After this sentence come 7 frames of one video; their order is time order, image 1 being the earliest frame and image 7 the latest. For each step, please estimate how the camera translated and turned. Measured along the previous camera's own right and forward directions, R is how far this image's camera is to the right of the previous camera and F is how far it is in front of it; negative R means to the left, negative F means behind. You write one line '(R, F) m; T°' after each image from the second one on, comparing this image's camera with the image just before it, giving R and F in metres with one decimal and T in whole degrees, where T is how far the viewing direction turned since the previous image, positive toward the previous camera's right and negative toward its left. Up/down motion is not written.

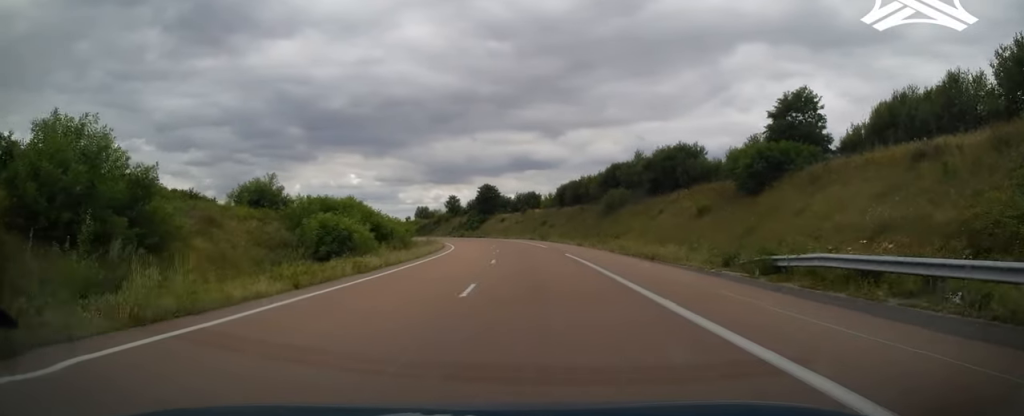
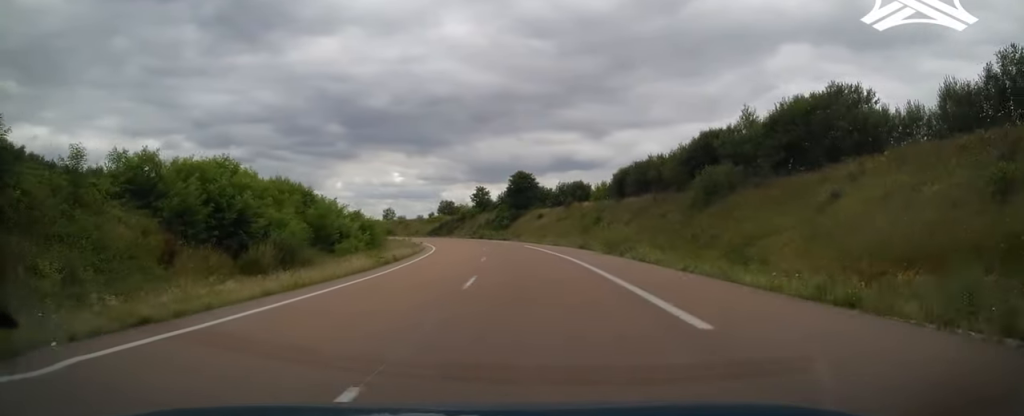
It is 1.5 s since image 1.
(-1.1, +36.6) m; -4°
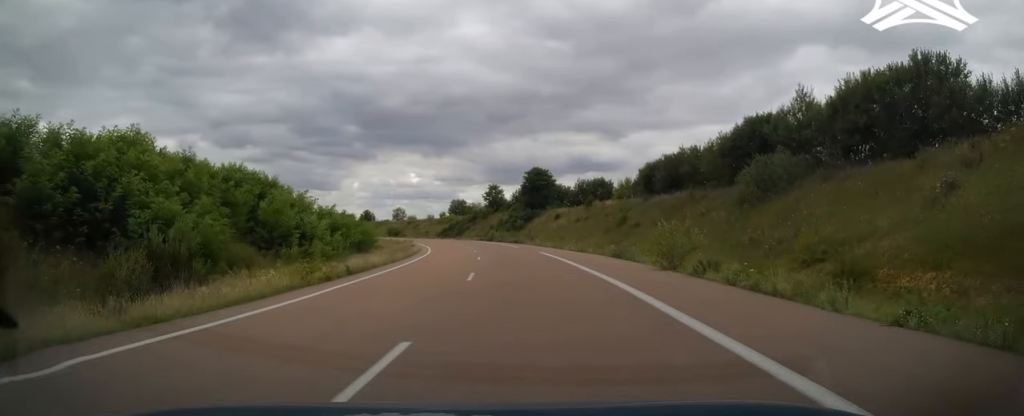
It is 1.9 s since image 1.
(-0.3, +10.5) m; -1°
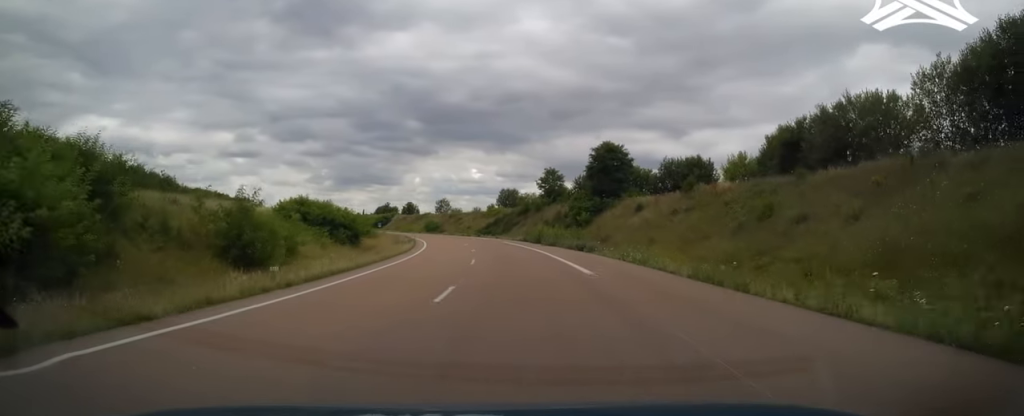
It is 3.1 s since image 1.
(-1.2, +31.9) m; -5°
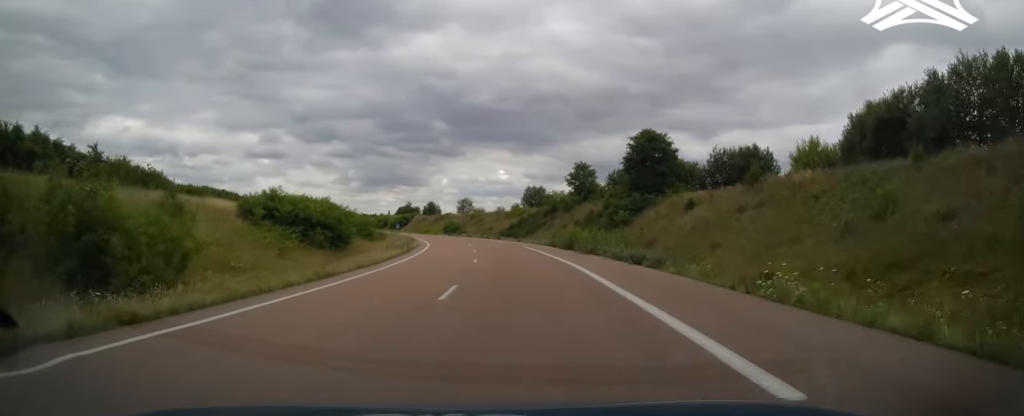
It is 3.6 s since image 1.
(-0.1, +12.6) m; -2°
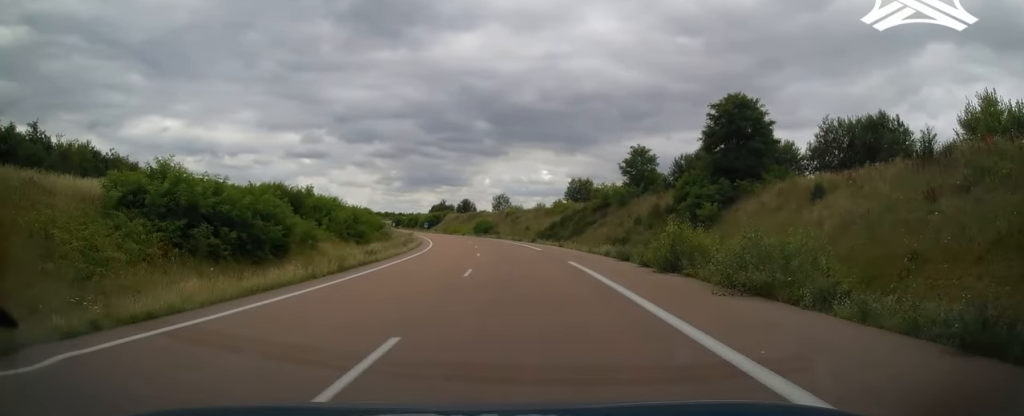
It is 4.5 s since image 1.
(-0.5, +20.5) m; -4°
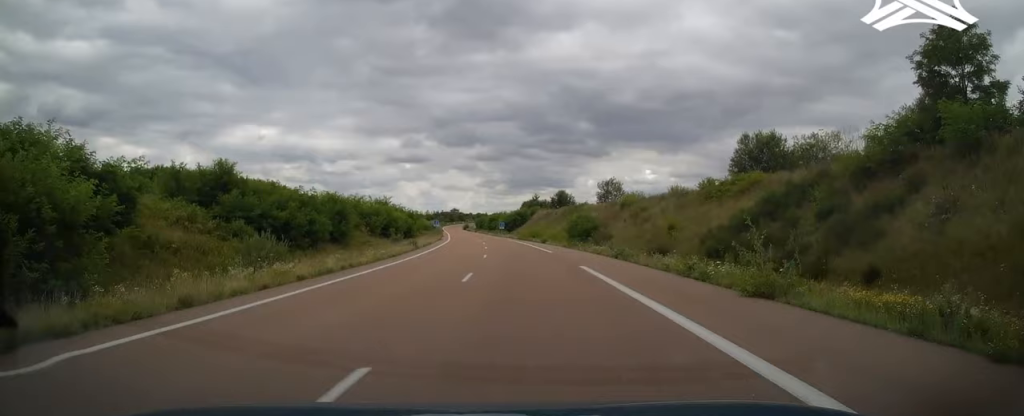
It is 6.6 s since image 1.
(-5.2, +53.5) m; -10°
